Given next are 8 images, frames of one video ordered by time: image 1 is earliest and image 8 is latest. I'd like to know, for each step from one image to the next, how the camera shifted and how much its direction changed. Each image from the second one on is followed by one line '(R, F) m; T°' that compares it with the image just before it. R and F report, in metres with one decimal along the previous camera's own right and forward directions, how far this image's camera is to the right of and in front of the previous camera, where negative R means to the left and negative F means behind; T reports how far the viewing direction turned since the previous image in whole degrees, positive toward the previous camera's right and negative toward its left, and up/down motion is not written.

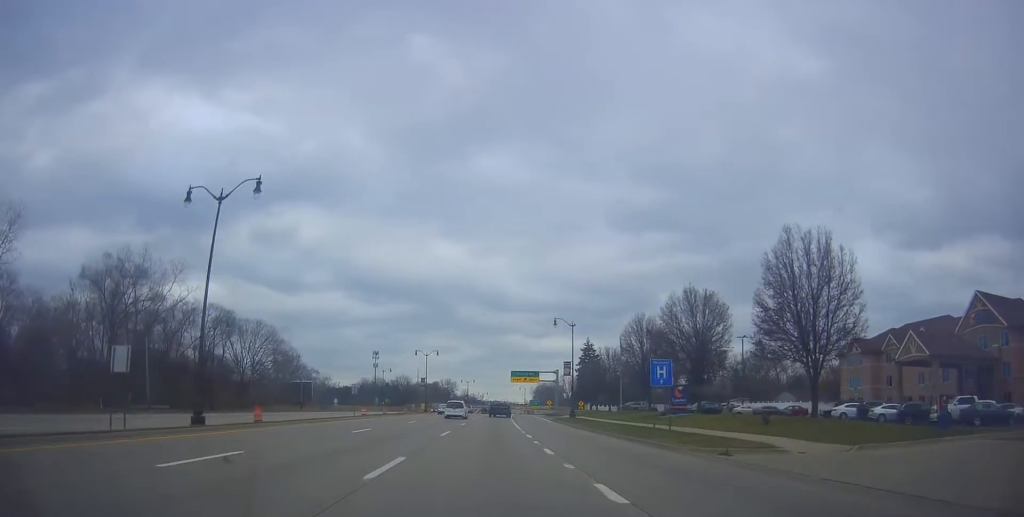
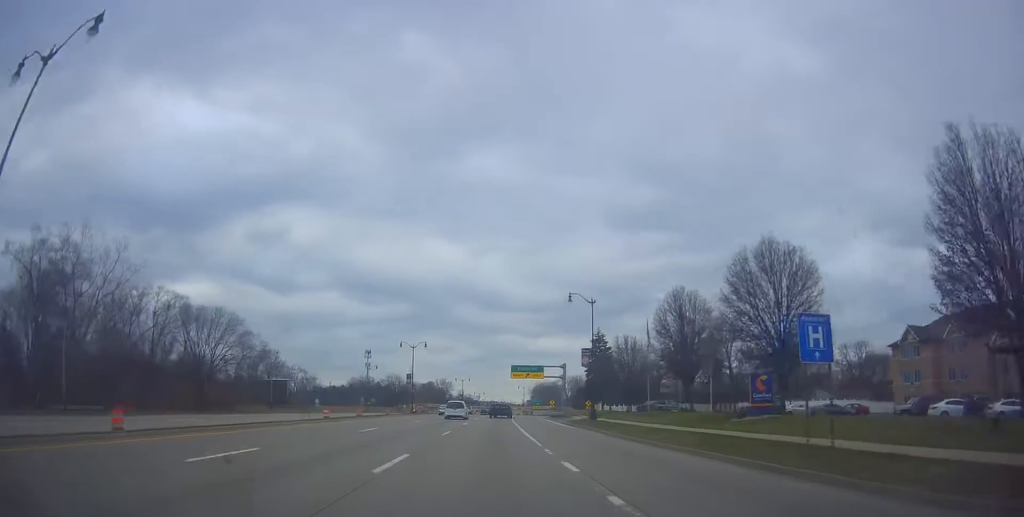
(+0.3, +14.2) m; 0°
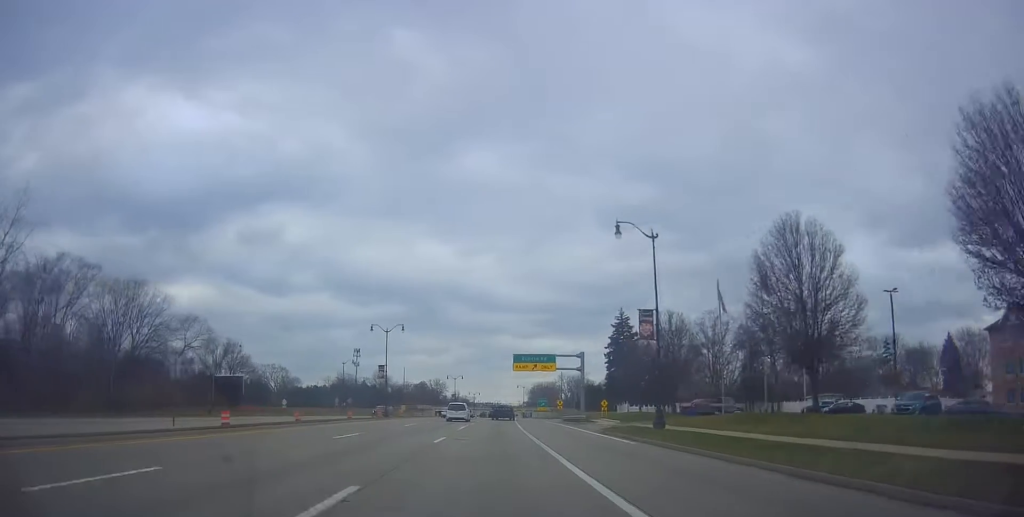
(+0.2, +20.1) m; -1°
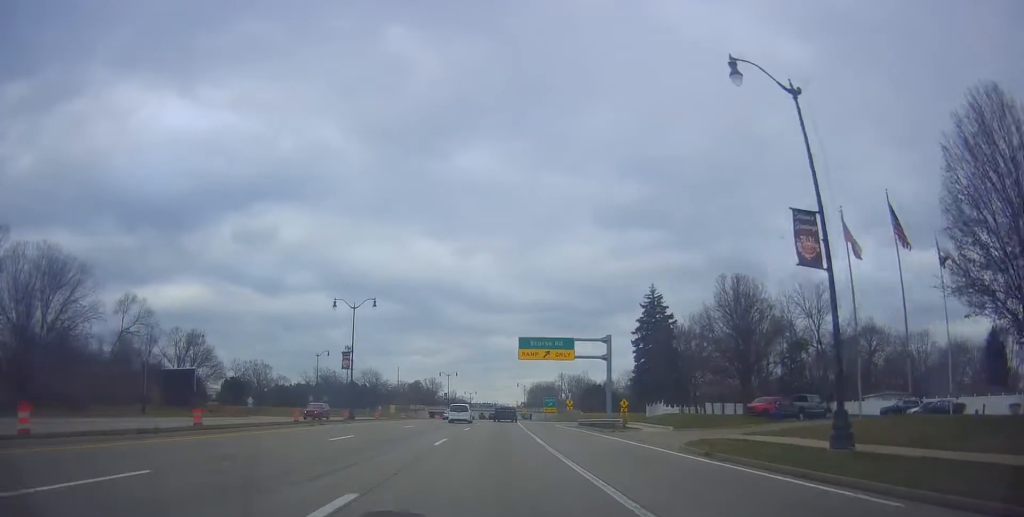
(-0.9, +16.3) m; 0°
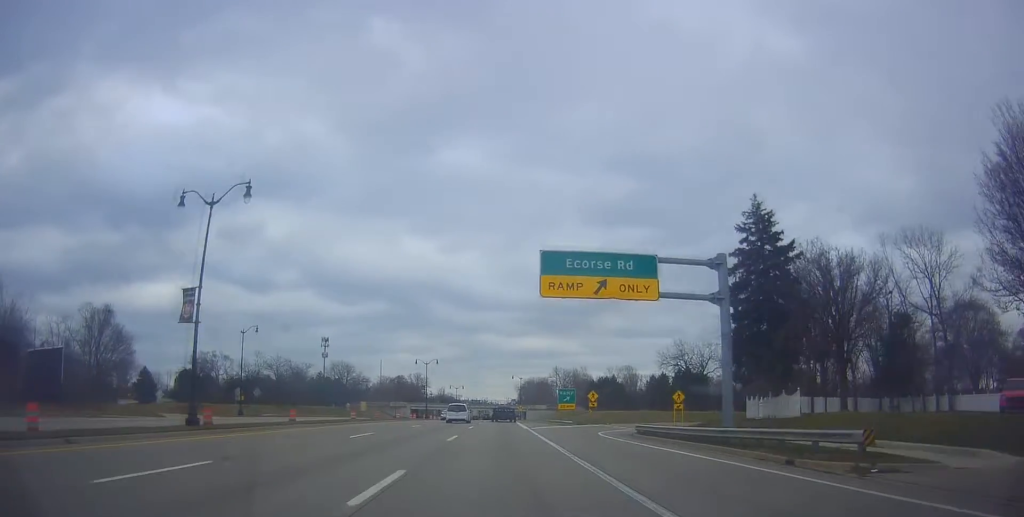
(+1.4, +28.2) m; +2°
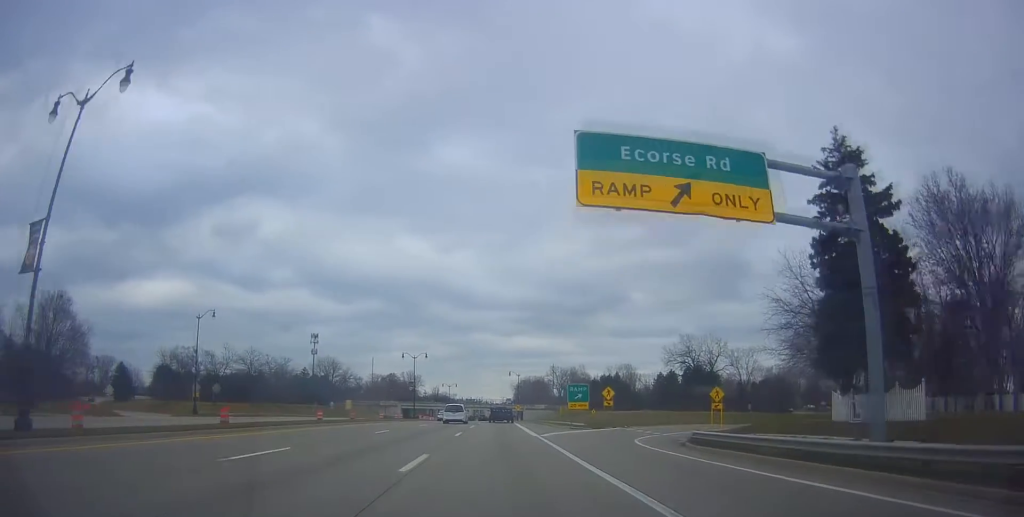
(-0.2, +11.0) m; -1°
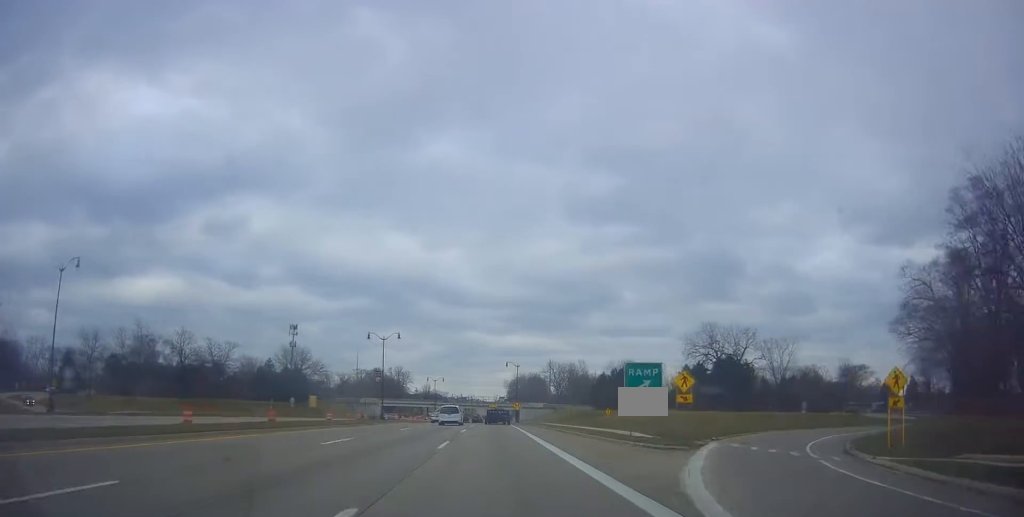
(-0.1, +23.1) m; +1°
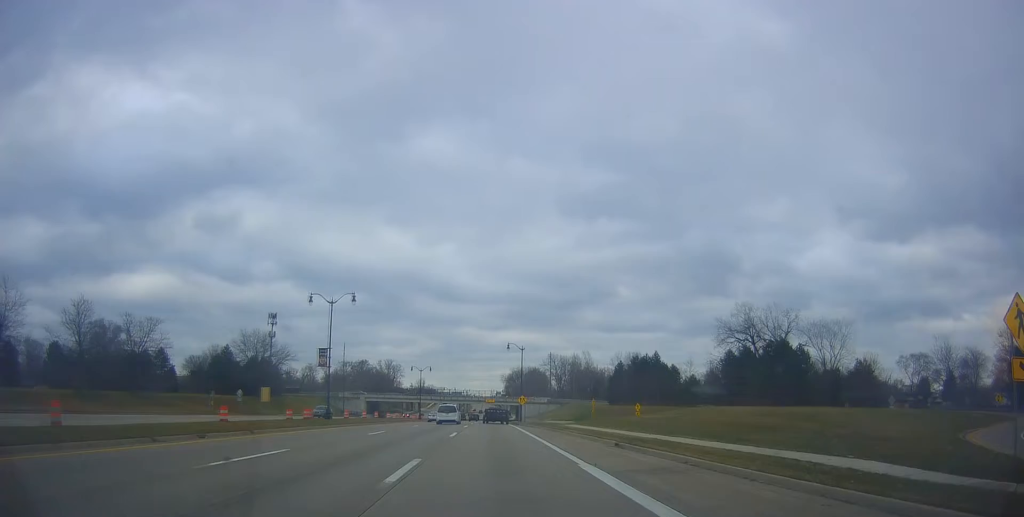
(+0.4, +23.4) m; +2°
